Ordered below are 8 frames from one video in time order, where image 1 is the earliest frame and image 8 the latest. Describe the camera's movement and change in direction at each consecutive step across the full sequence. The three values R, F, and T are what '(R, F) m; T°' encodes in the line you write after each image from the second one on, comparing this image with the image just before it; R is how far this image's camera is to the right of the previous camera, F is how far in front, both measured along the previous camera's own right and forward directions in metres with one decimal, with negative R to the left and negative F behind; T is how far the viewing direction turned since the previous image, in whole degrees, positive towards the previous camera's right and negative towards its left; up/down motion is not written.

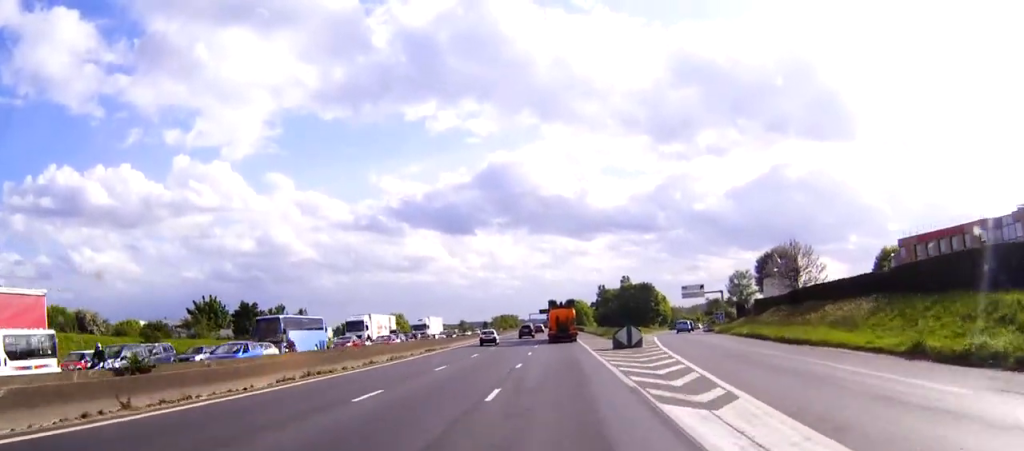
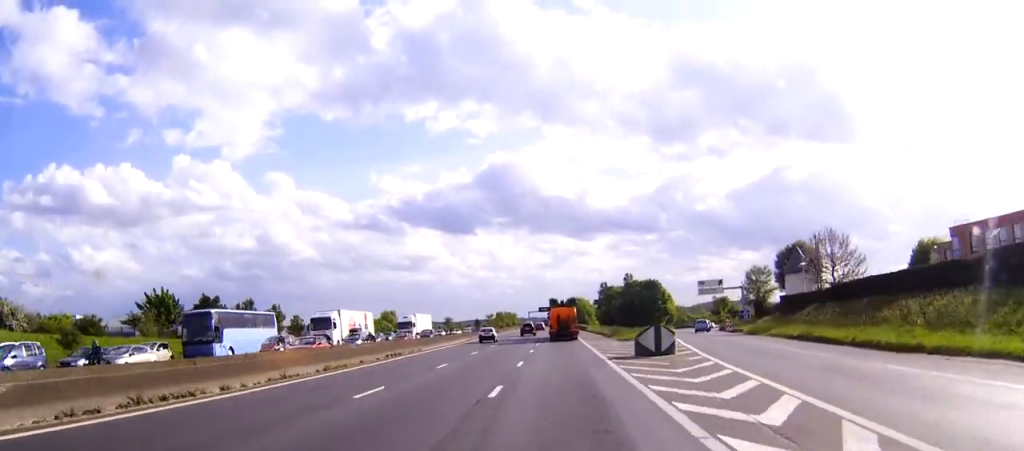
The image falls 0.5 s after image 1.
(0.0, +12.6) m; 0°
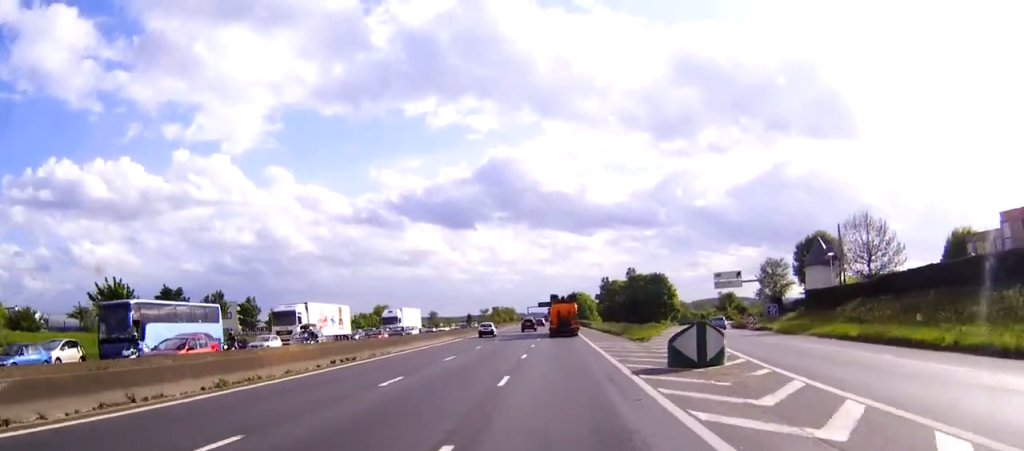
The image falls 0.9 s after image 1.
(0.0, +10.0) m; 0°
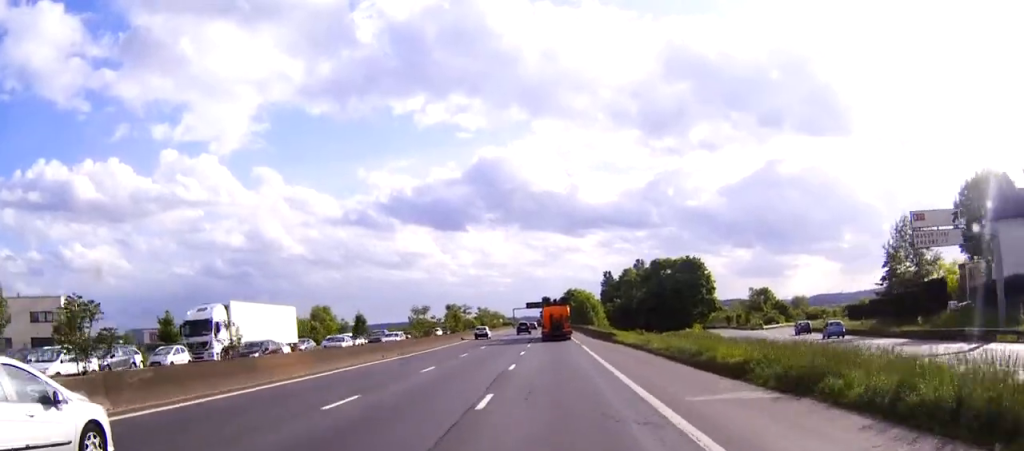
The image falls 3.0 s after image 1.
(+0.2, +53.8) m; 0°
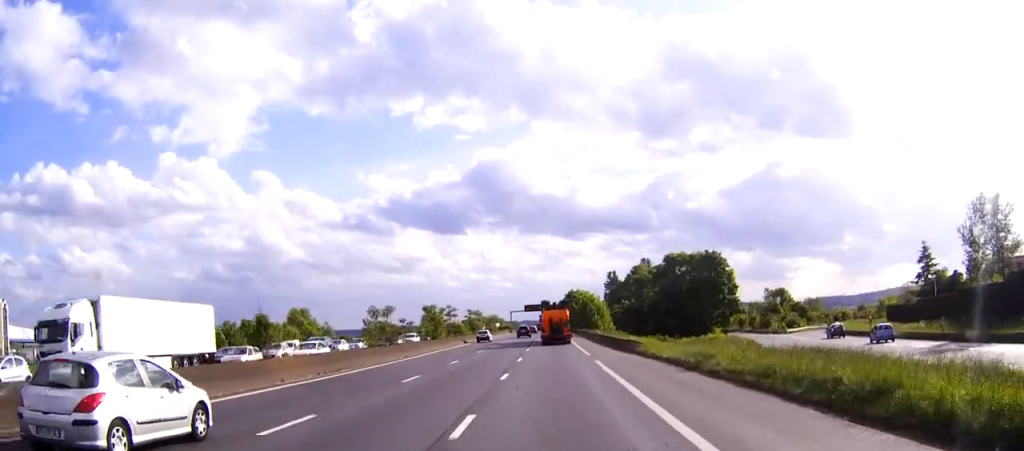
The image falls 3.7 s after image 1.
(0.0, +16.1) m; 0°
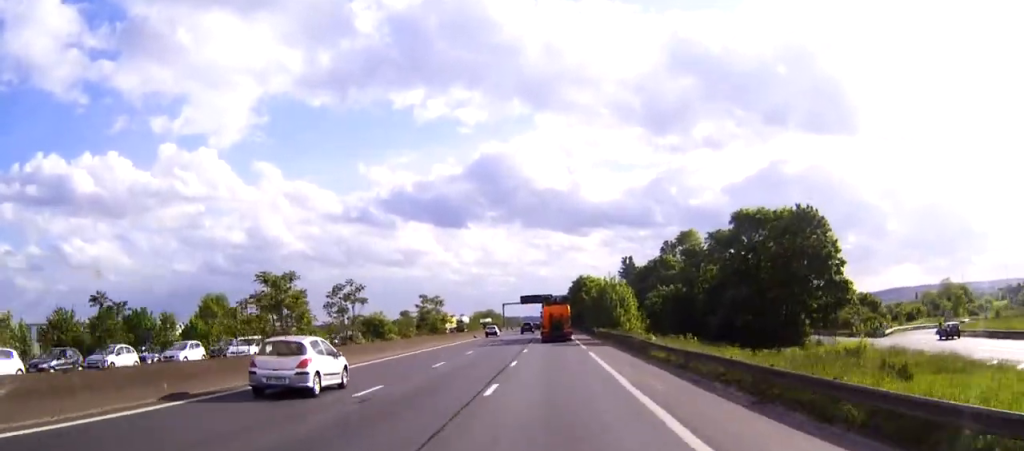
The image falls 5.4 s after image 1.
(-0.1, +43.3) m; 0°
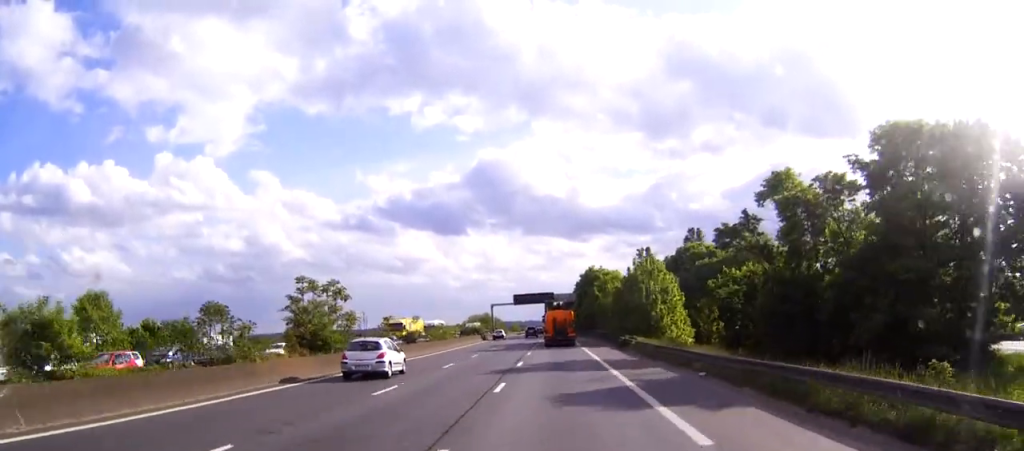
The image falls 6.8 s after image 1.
(0.0, +35.6) m; 0°
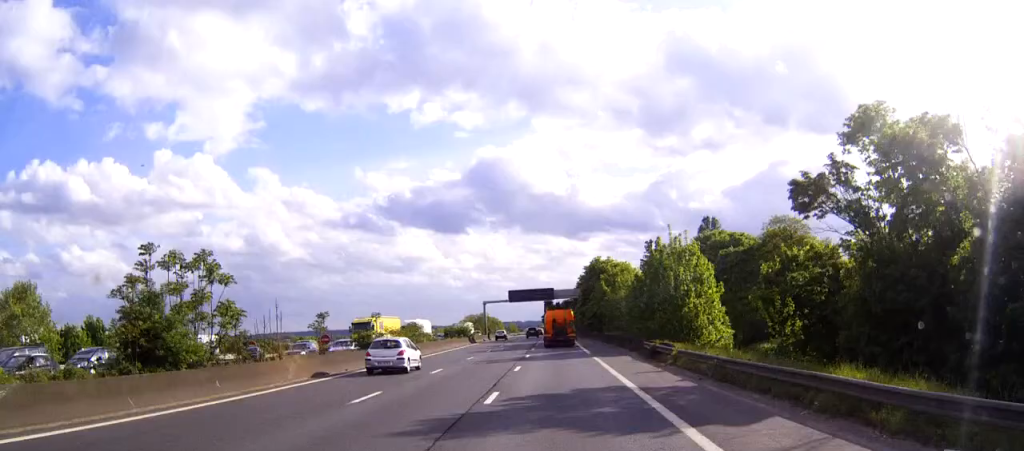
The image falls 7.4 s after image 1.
(0.0, +15.2) m; 0°
